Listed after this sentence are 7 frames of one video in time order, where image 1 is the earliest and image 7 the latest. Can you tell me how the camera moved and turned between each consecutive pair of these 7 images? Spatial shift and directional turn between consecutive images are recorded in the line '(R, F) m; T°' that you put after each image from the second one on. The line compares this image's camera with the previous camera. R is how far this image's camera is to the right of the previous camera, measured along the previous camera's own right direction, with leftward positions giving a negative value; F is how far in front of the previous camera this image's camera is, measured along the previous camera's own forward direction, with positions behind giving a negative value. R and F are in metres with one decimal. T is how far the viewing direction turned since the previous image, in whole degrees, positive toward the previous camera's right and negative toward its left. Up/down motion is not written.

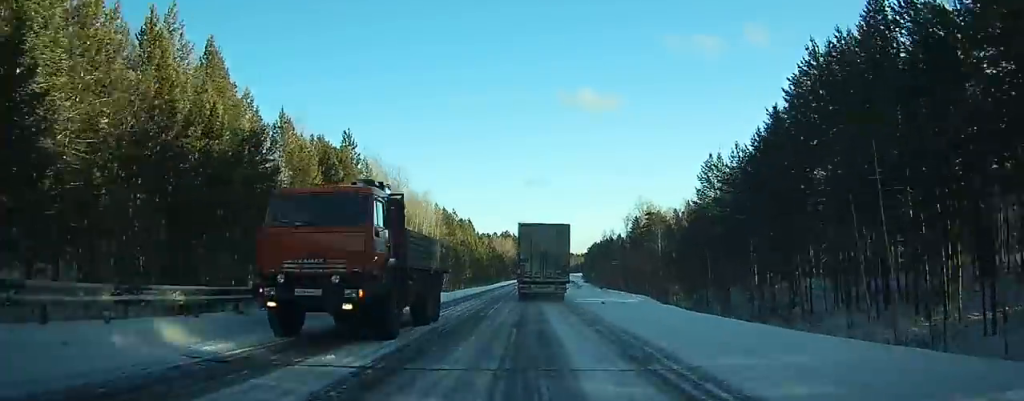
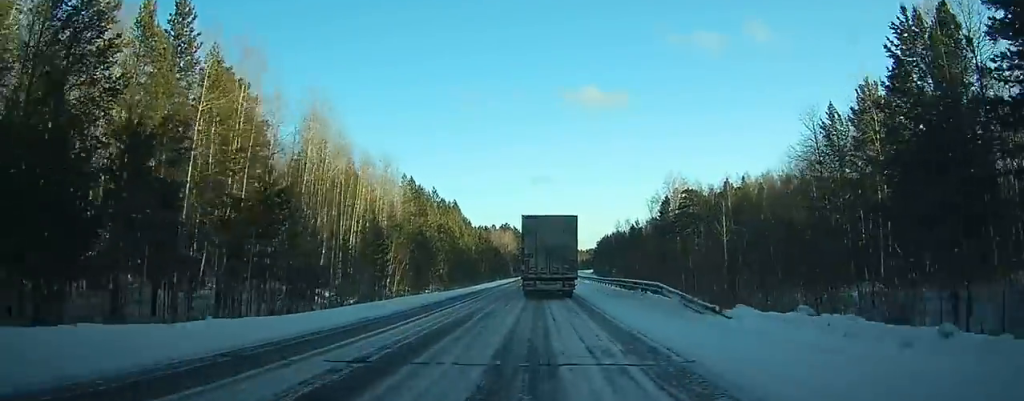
(0.0, +36.6) m; +1°
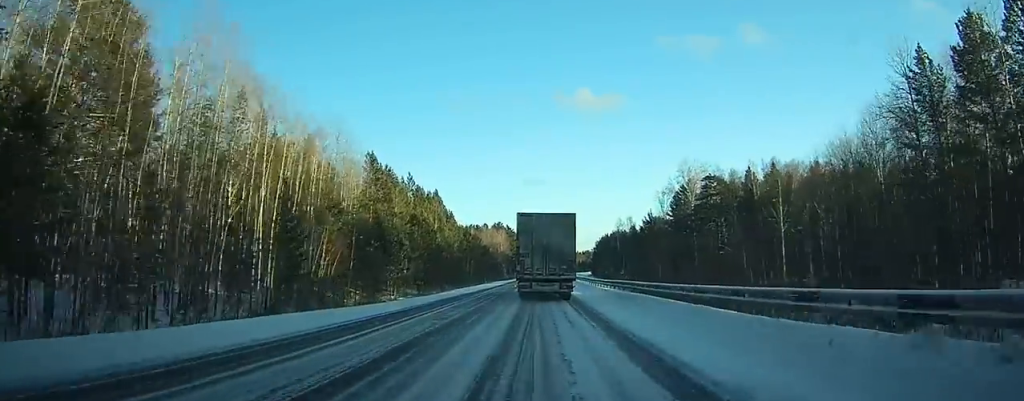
(+0.2, +19.4) m; +1°
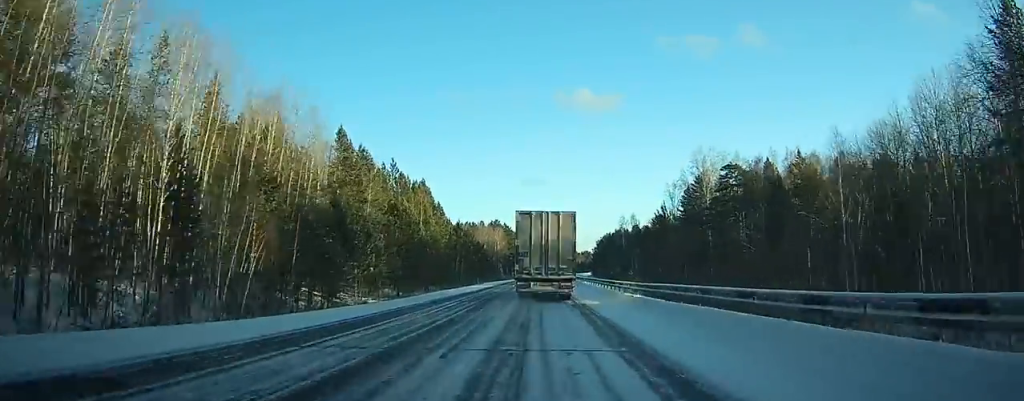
(0.0, +12.2) m; 0°
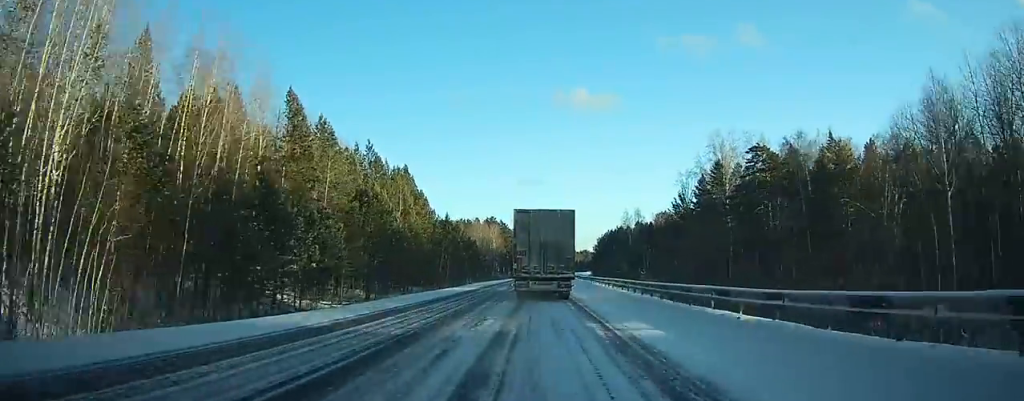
(0.0, +13.2) m; 0°
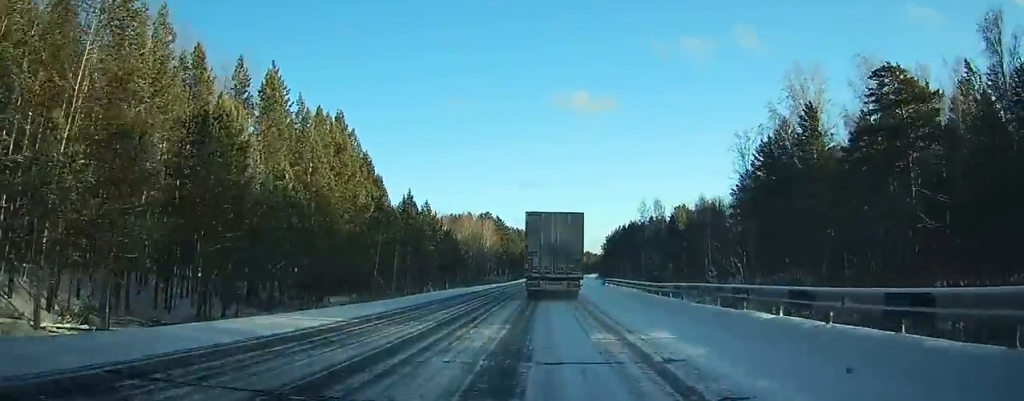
(0.0, +34.4) m; 0°
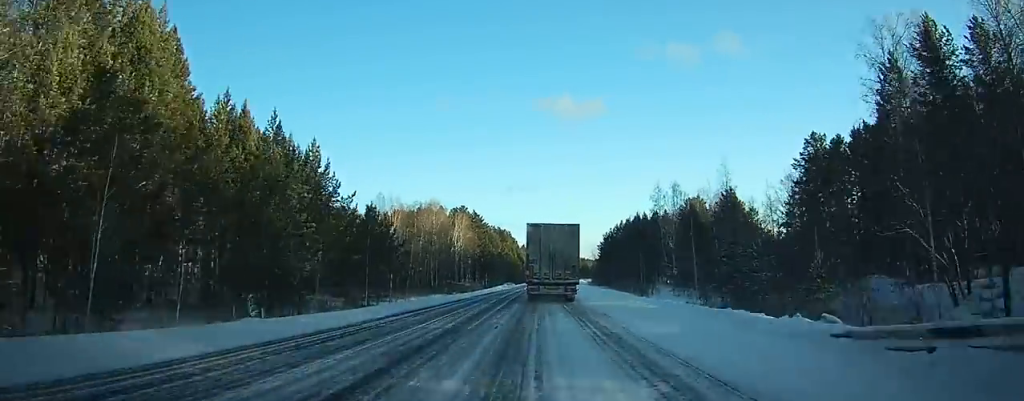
(+0.3, +40.6) m; +2°
